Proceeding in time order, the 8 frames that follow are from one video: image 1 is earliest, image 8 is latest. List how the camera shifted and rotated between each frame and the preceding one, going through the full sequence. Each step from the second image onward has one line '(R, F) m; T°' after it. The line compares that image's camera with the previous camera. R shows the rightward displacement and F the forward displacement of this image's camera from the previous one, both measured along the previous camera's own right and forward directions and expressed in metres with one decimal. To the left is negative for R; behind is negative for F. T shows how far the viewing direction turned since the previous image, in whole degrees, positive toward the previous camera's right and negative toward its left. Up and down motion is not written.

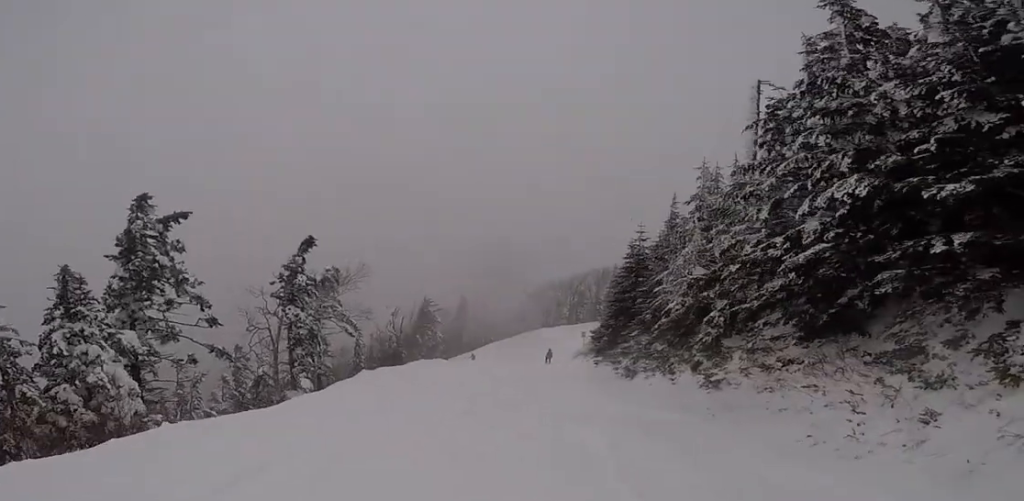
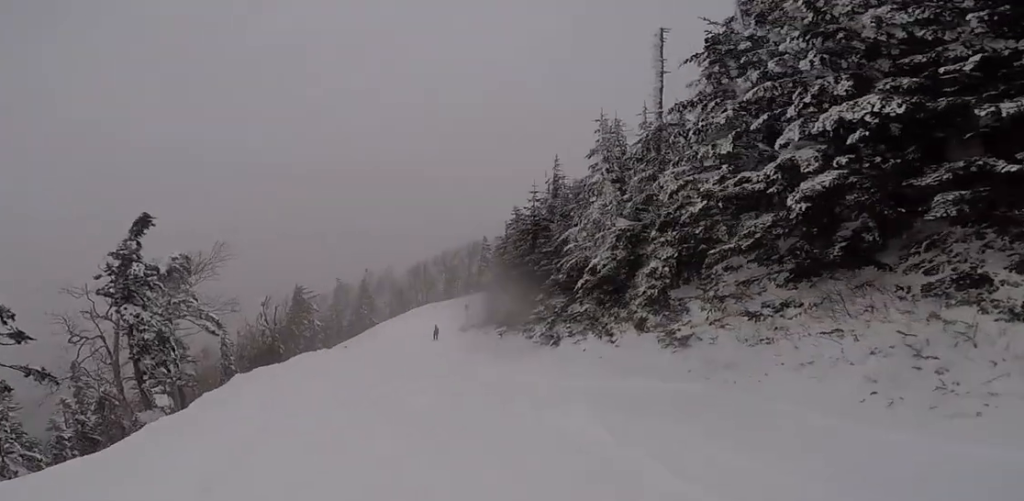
(-0.4, +2.0) m; +8°
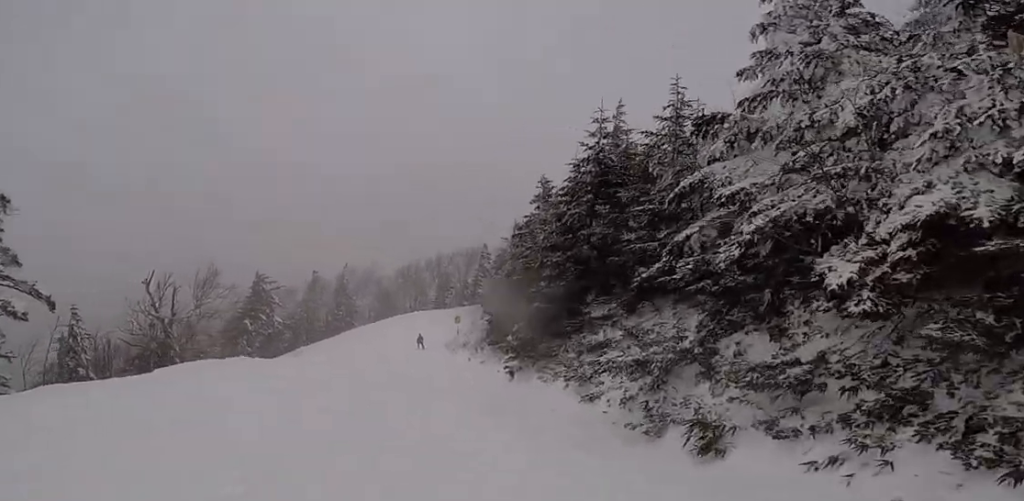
(+0.6, +8.7) m; -8°
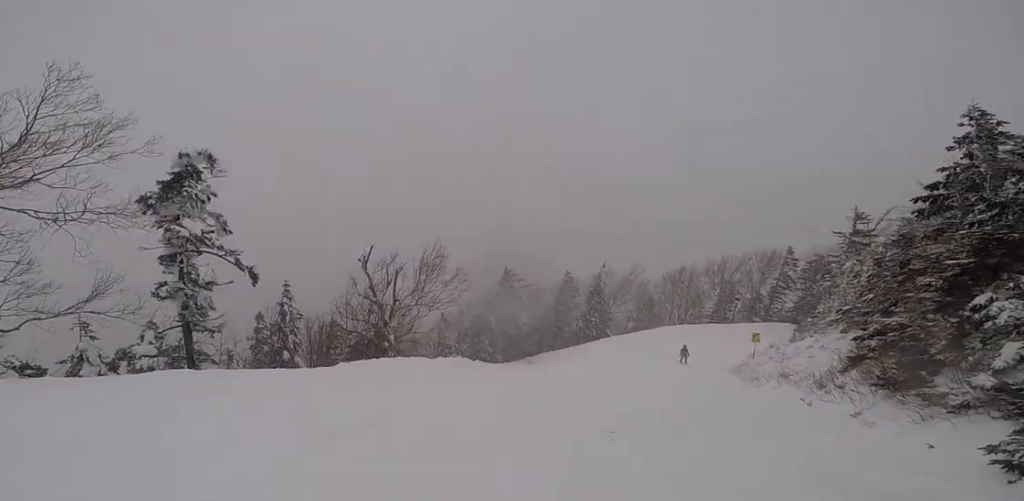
(-0.4, +5.6) m; -1°
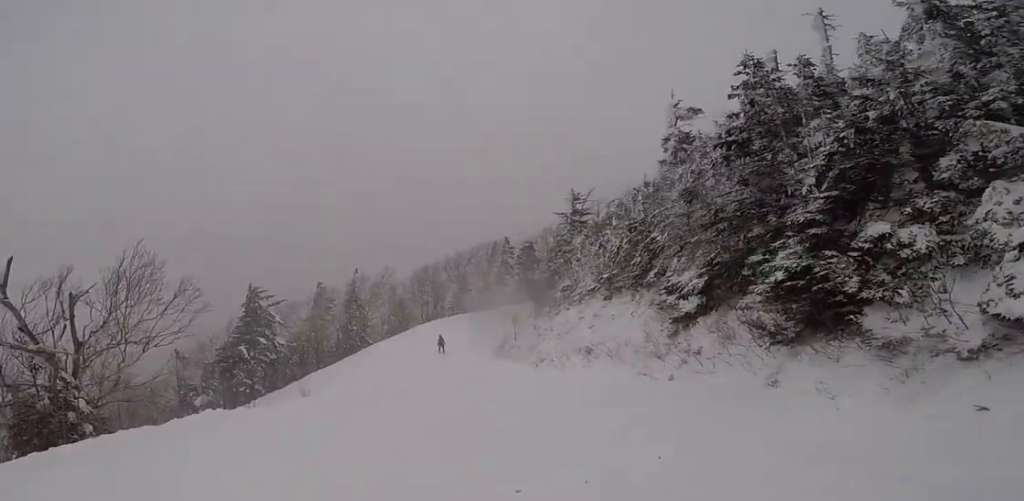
(+0.2, +4.0) m; +8°
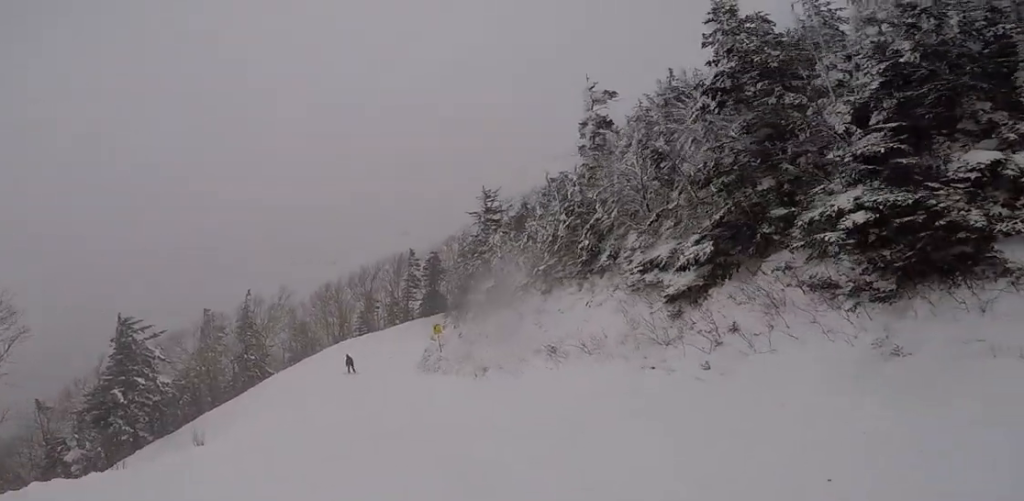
(-0.5, +2.8) m; +7°
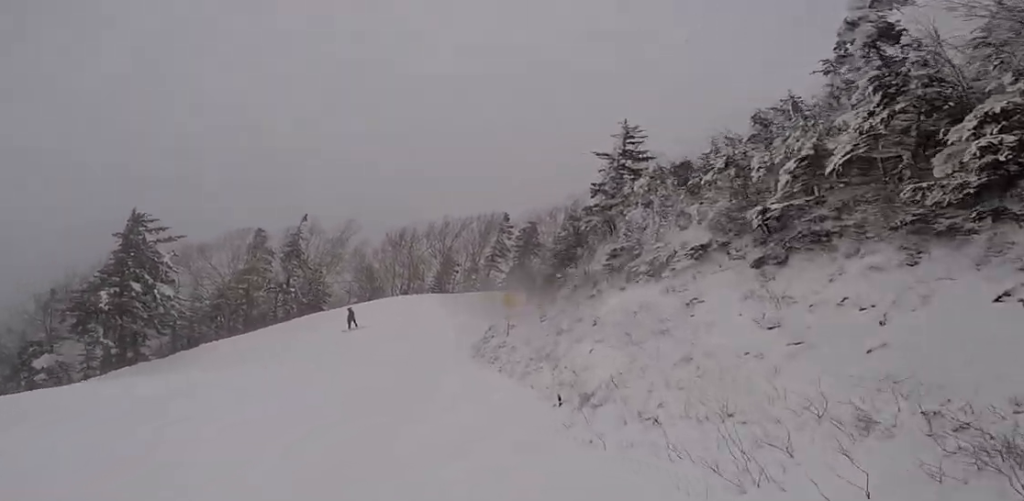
(+1.4, +9.7) m; 0°
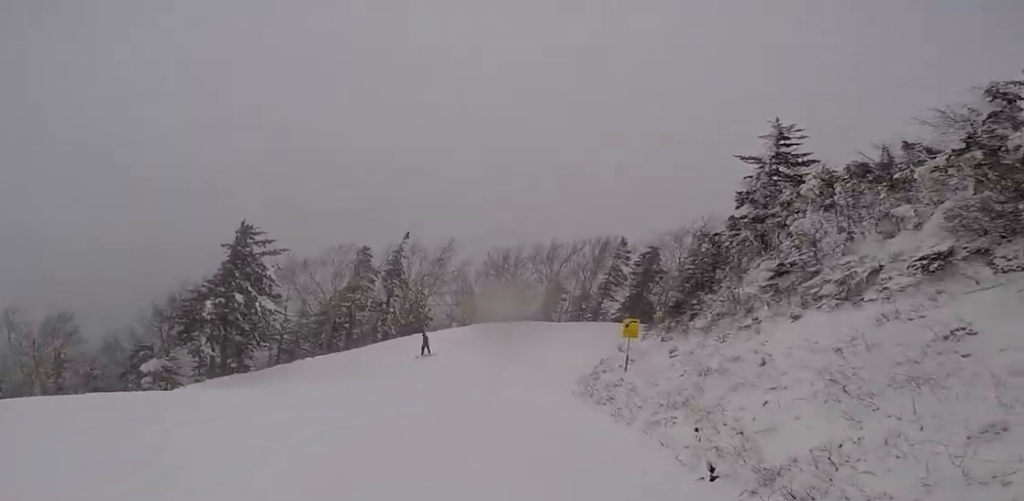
(-0.1, +2.9) m; -3°
